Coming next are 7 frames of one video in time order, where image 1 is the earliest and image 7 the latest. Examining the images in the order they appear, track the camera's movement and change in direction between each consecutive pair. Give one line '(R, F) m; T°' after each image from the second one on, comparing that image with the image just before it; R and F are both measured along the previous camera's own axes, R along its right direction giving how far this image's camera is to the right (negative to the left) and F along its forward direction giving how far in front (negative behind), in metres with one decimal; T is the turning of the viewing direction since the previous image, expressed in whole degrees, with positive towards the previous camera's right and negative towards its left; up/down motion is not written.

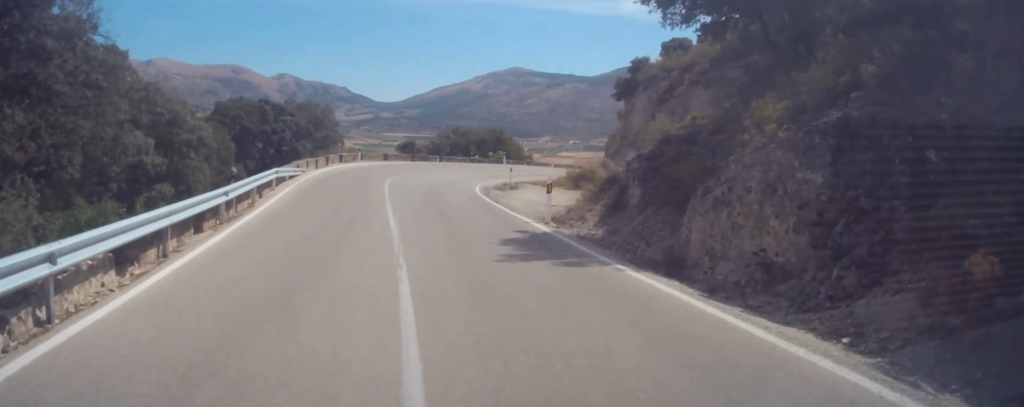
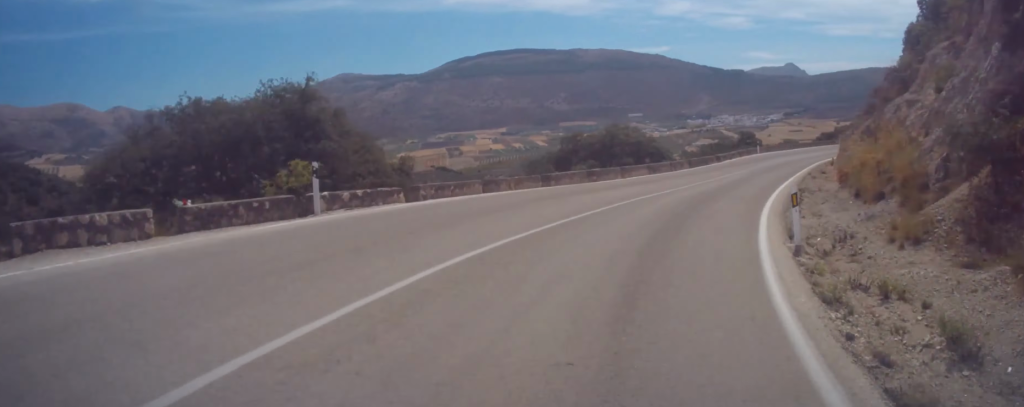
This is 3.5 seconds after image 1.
(-7.6, +51.7) m; +15°
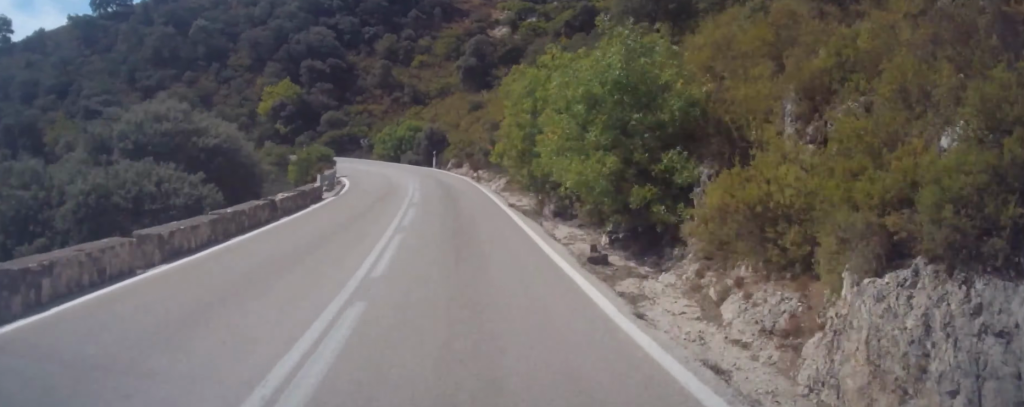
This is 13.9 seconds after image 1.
(+63.7, +131.7) m; +4°
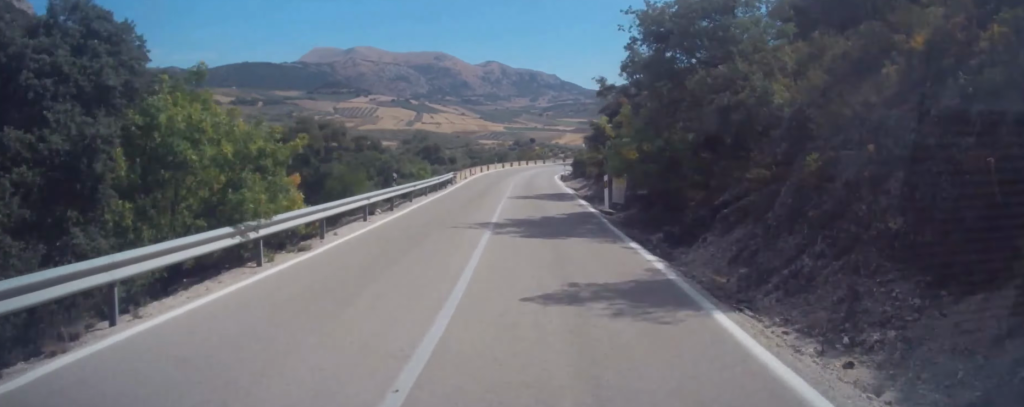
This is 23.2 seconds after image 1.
(-50.3, +76.3) m; -40°
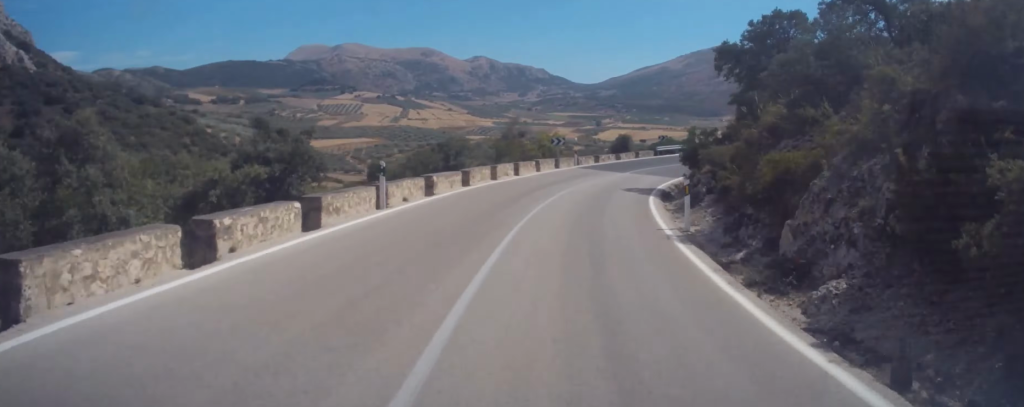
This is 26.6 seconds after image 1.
(+3.4, +35.4) m; +13°
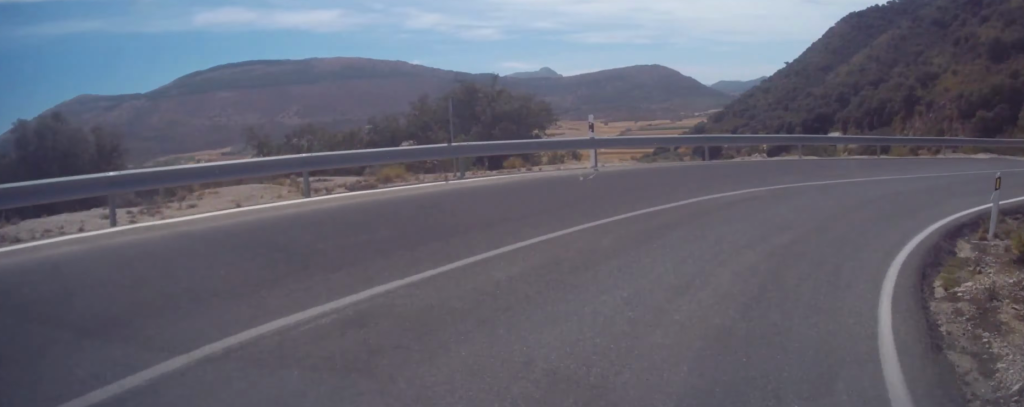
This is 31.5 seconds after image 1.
(+6.4, +50.2) m; +32°
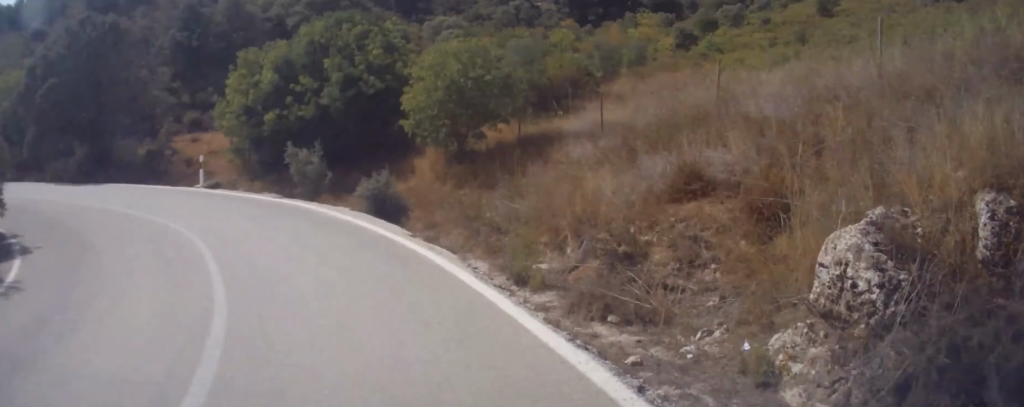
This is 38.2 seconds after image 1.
(+31.9, +66.1) m; +9°
